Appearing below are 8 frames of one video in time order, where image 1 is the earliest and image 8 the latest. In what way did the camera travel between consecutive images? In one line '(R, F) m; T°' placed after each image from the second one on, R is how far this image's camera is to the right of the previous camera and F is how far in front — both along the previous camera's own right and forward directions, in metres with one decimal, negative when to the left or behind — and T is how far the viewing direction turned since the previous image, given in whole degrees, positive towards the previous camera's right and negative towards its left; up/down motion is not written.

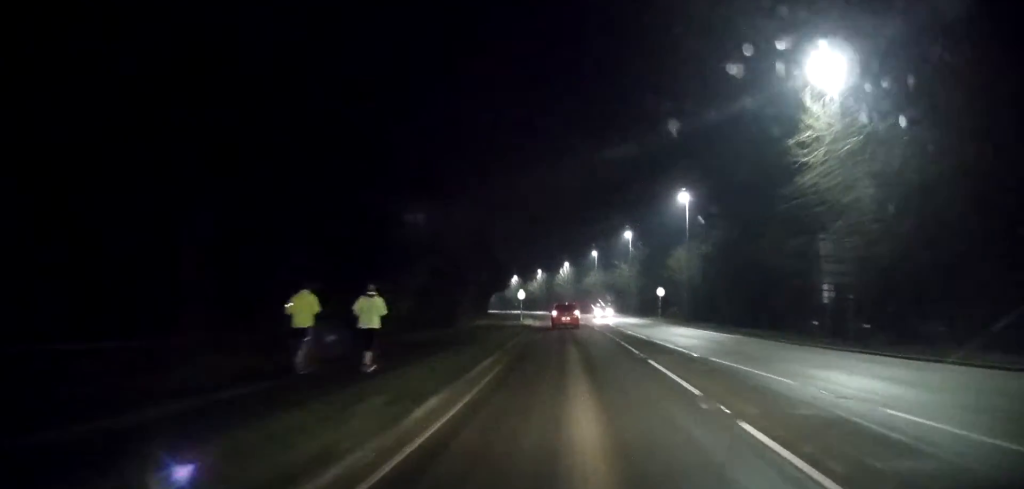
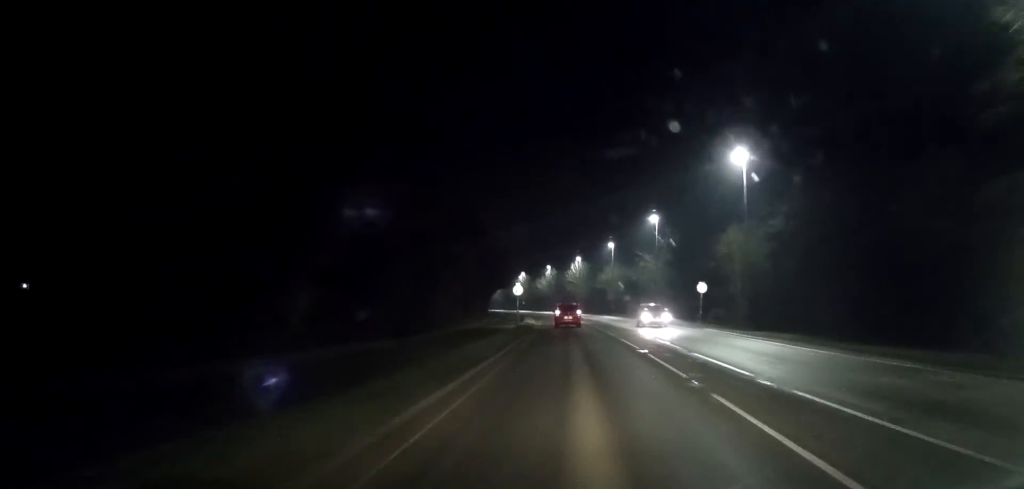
(0.0, +16.1) m; -1°
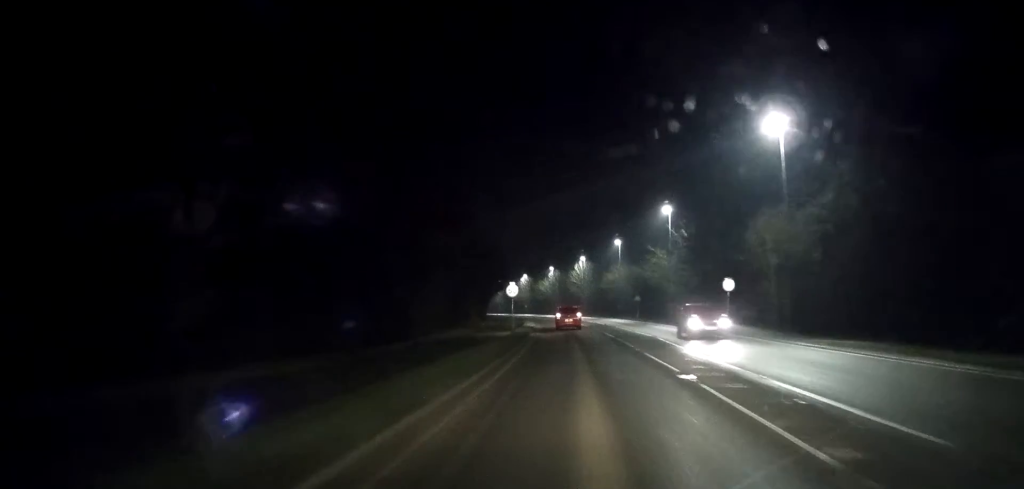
(0.0, +7.5) m; 0°
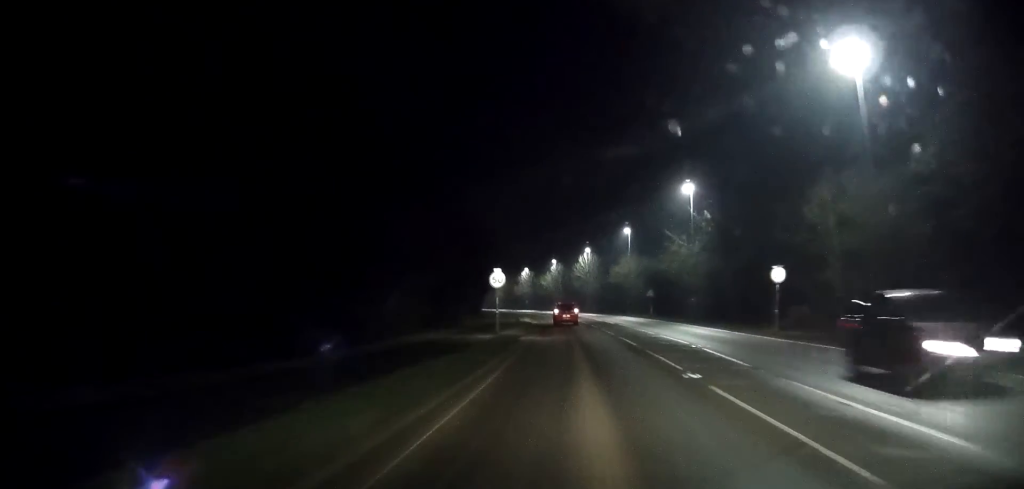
(-0.1, +9.8) m; 0°
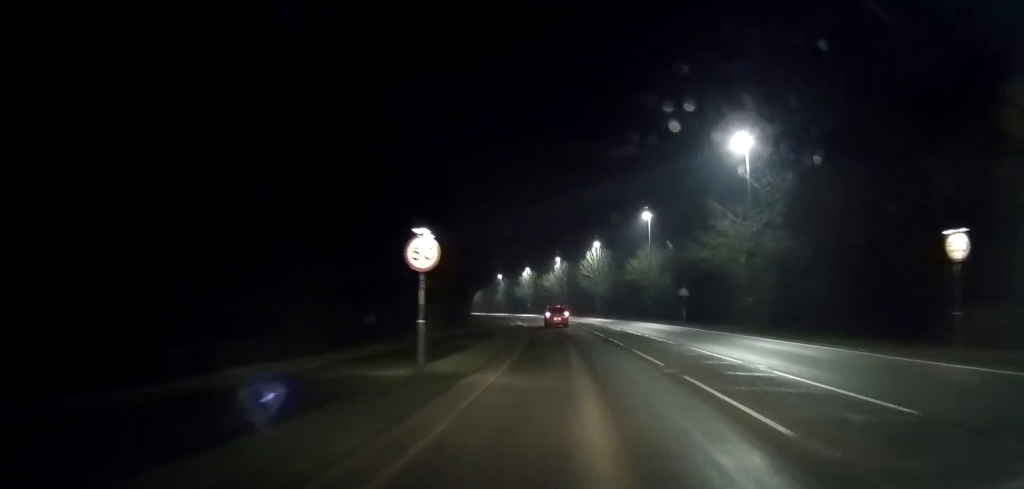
(-0.1, +16.3) m; -1°
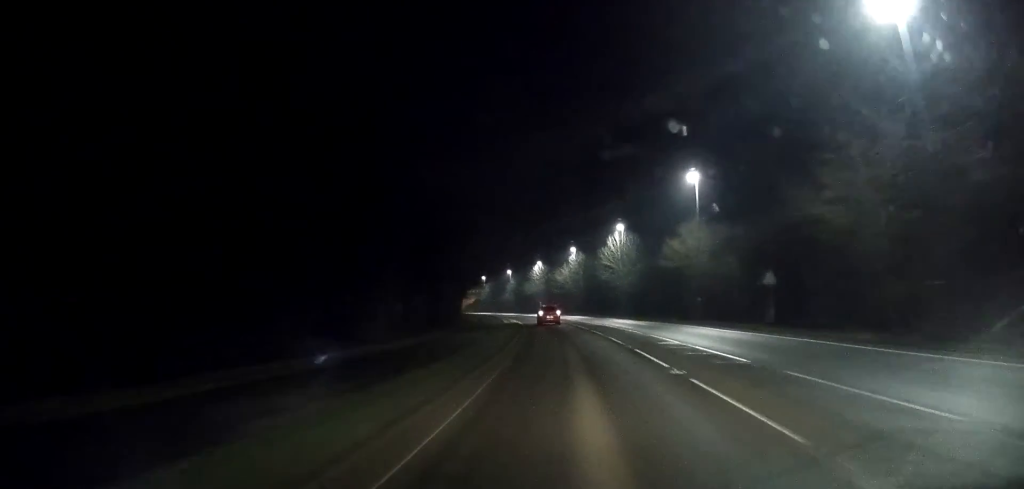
(-0.2, +18.9) m; -2°
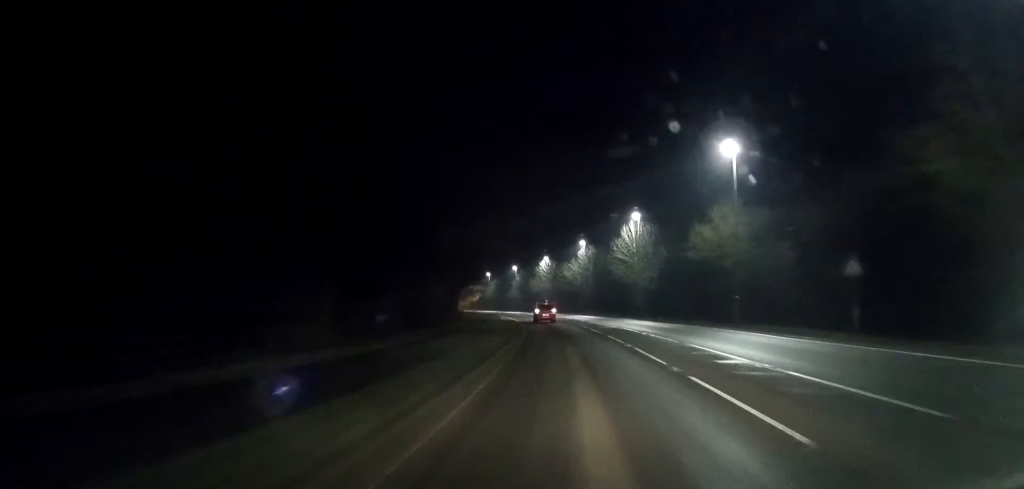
(-0.1, +9.0) m; -1°
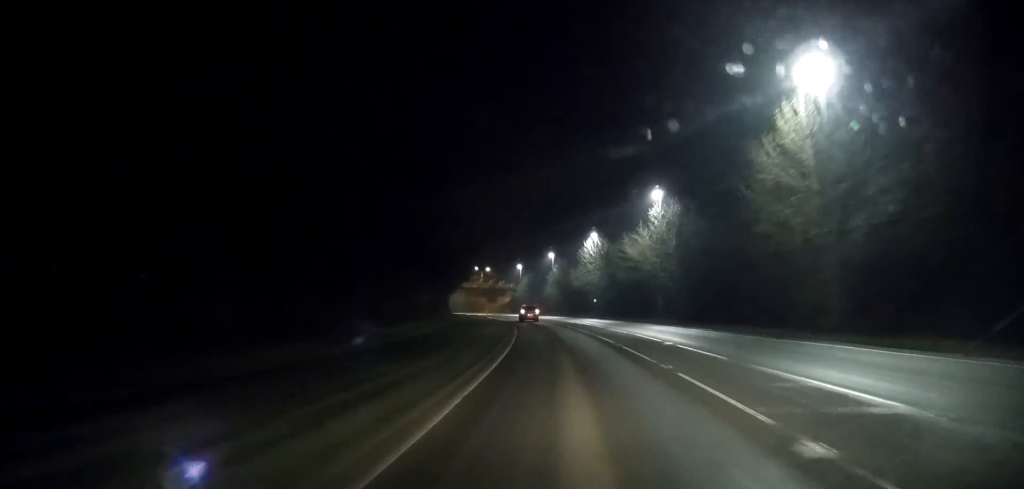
(-1.7, +44.3) m; -4°
